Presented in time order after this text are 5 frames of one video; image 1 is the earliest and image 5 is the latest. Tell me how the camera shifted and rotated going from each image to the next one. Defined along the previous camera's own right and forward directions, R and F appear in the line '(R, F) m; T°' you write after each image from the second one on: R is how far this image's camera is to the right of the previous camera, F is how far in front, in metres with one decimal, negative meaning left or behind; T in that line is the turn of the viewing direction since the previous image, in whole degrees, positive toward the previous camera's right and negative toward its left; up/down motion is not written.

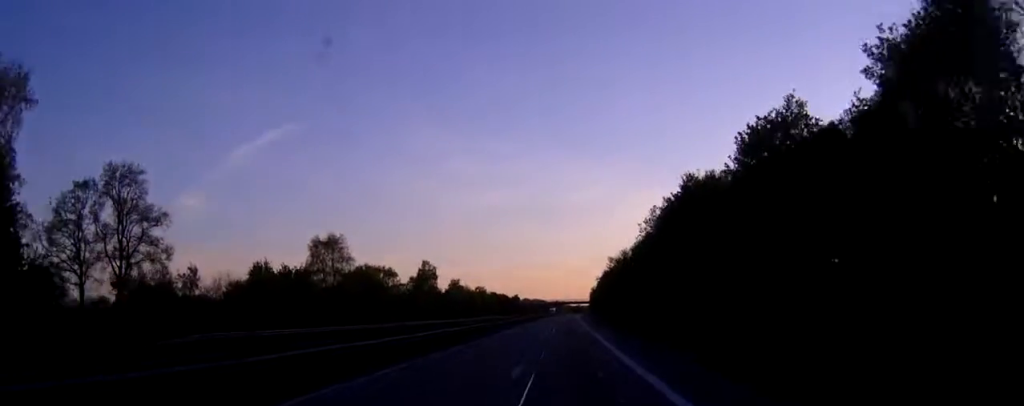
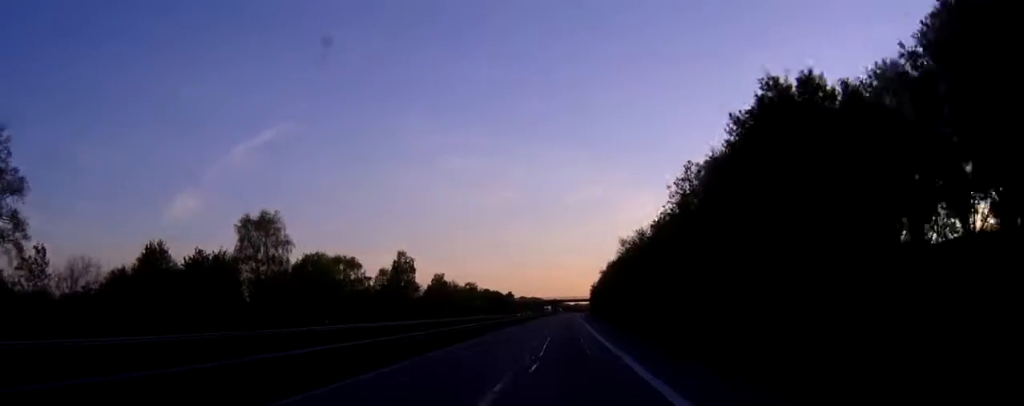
(0.0, +24.4) m; 0°
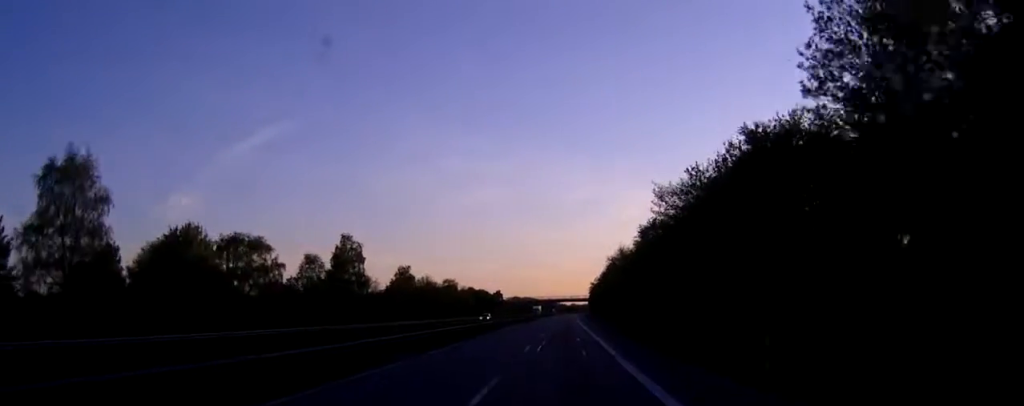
(+0.1, +36.6) m; 0°
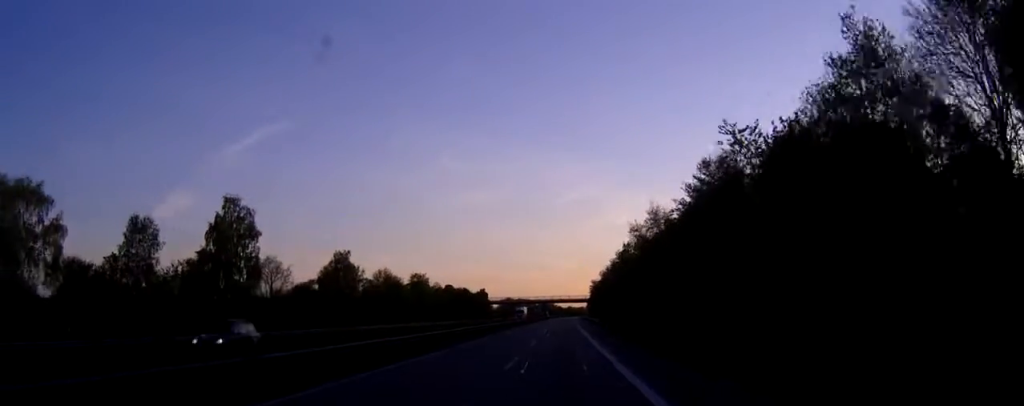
(+0.1, +41.3) m; 0°
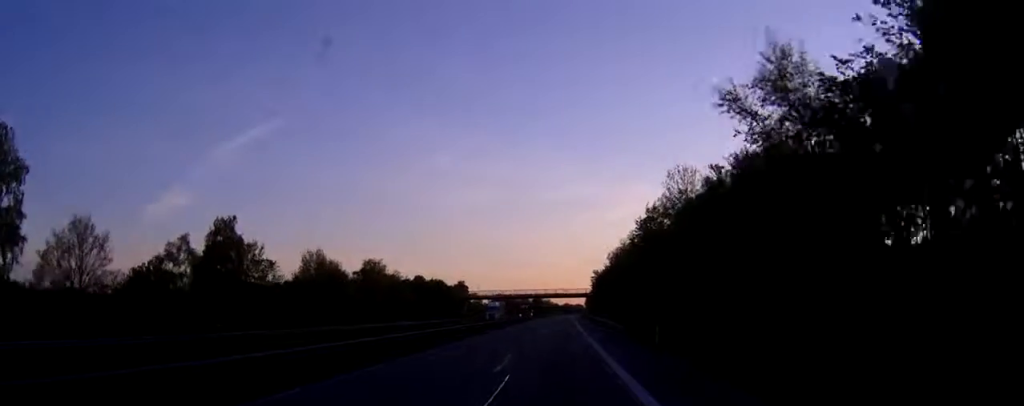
(+0.1, +39.5) m; 0°
